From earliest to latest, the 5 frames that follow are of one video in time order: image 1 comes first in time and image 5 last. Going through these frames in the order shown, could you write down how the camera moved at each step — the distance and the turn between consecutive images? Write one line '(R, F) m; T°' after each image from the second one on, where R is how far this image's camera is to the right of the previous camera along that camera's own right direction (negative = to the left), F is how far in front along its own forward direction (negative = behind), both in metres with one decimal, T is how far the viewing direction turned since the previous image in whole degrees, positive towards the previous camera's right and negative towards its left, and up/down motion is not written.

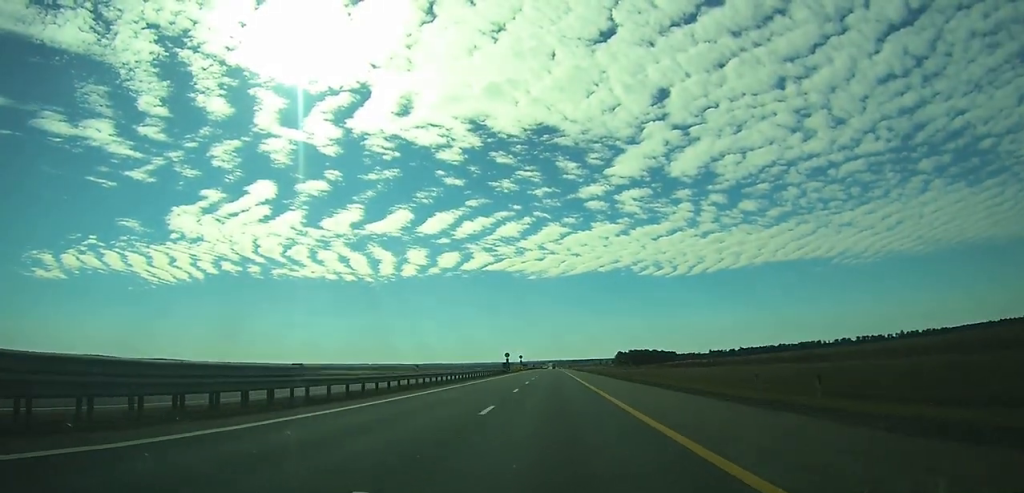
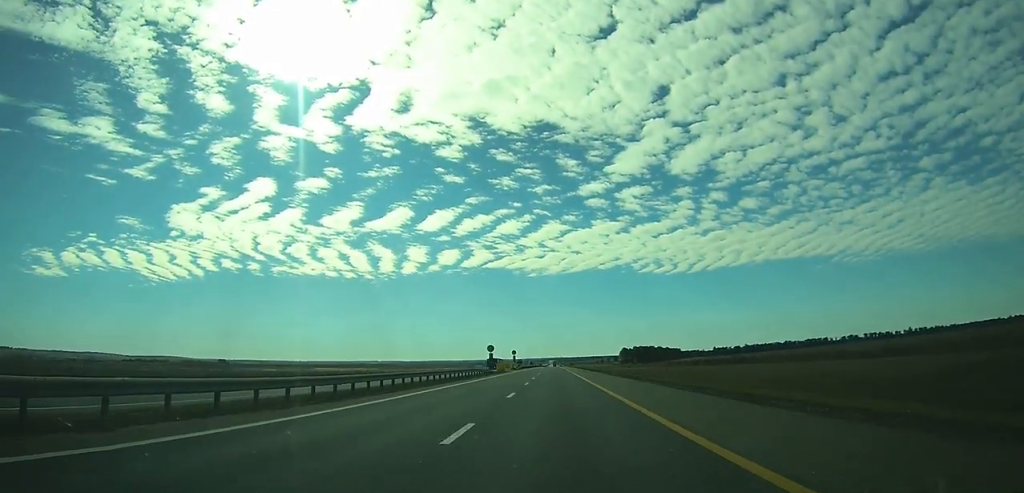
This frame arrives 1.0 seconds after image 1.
(-0.1, +29.6) m; 0°
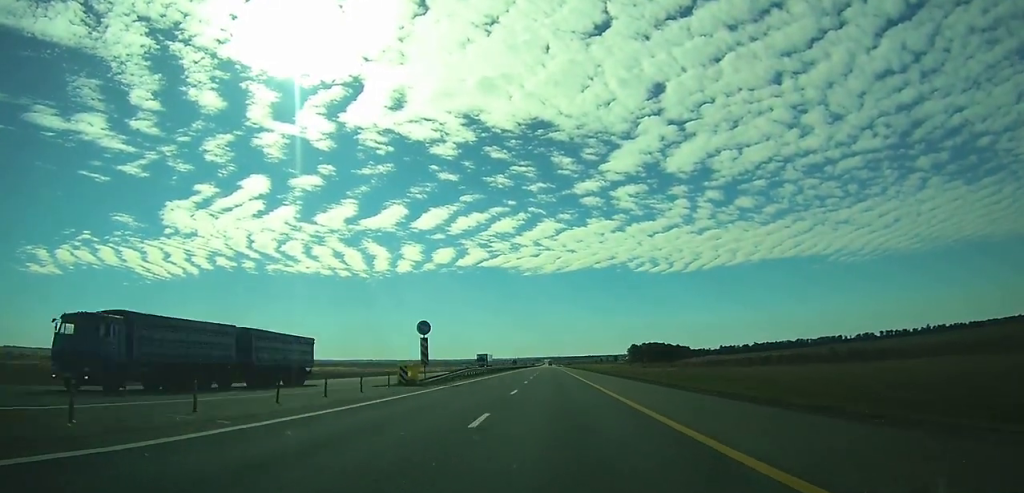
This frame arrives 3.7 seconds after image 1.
(-0.2, +81.0) m; 0°
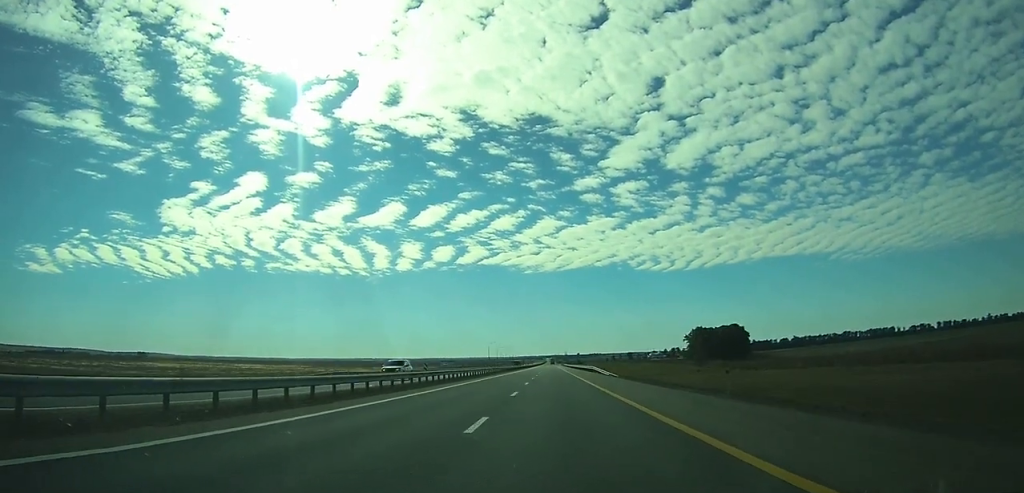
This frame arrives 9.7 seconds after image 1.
(+0.8, +179.9) m; 0°
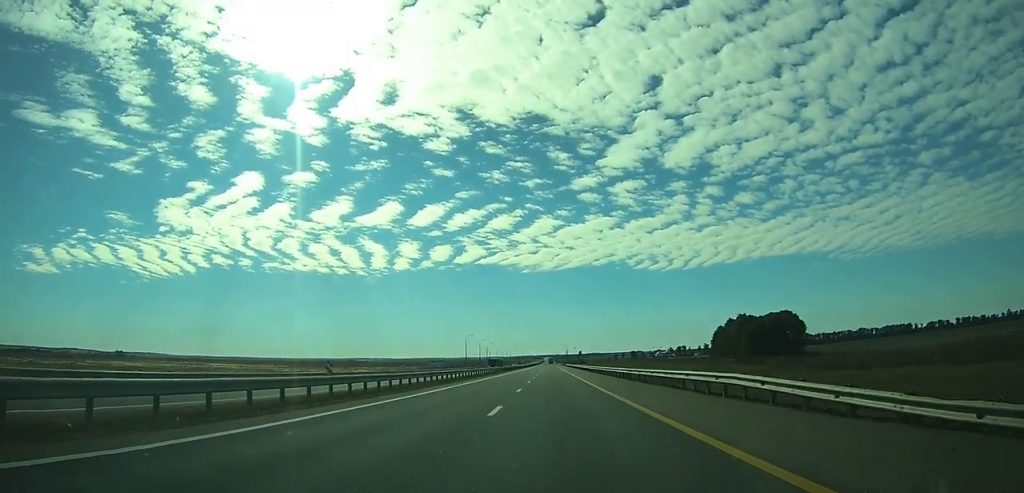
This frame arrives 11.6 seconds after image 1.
(-0.1, +56.6) m; 0°
